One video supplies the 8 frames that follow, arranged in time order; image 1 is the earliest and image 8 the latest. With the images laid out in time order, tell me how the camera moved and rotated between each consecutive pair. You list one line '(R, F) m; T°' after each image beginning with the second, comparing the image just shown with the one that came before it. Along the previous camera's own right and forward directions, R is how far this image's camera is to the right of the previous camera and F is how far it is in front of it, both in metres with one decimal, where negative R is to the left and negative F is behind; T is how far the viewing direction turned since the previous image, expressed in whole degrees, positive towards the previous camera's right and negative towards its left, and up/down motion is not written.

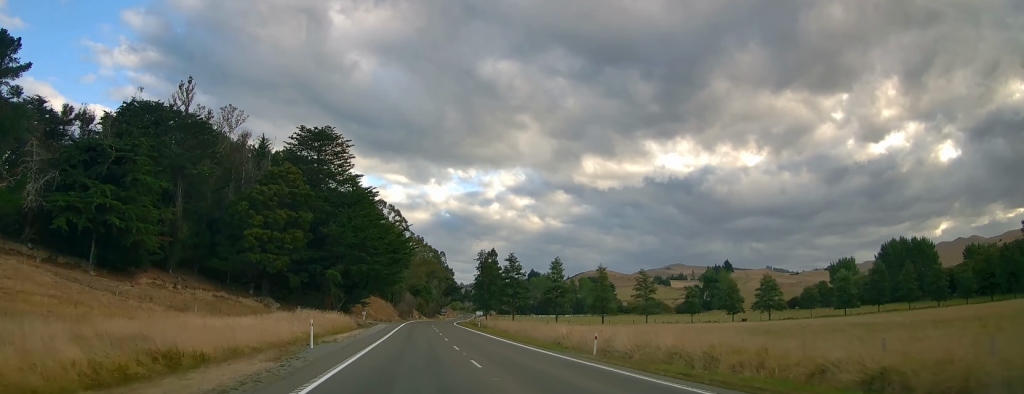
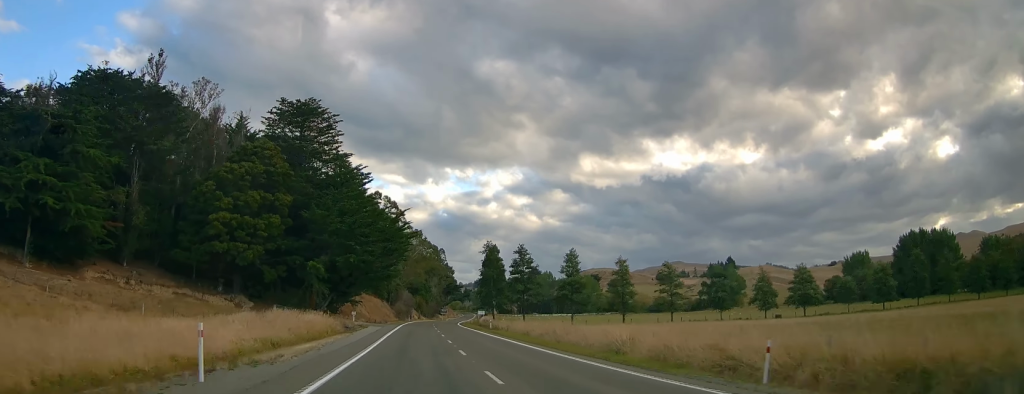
(+0.7, +14.5) m; 0°
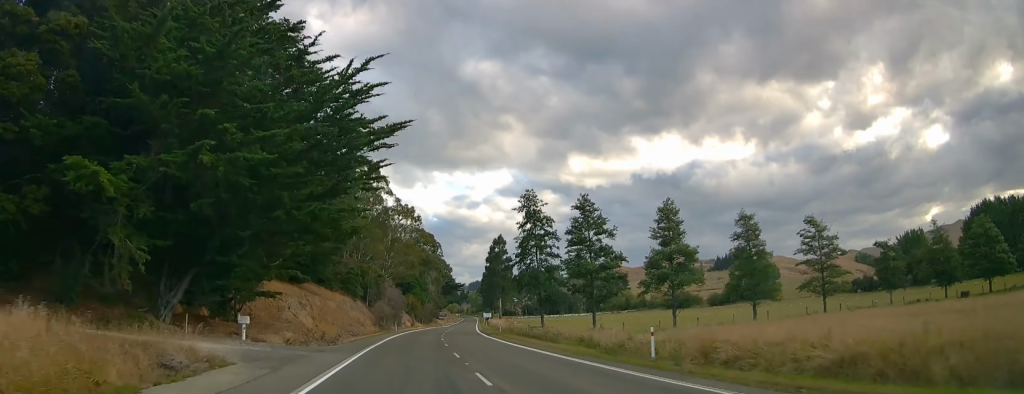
(-1.9, +50.4) m; -2°
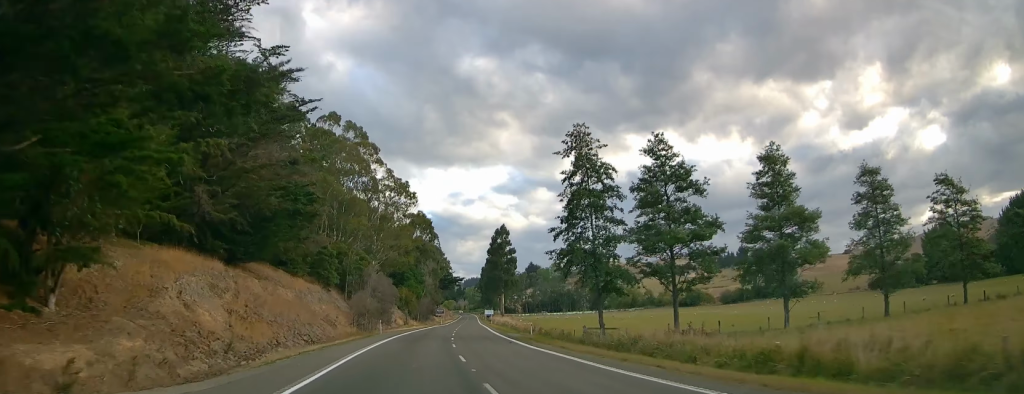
(+0.1, +23.4) m; +1°
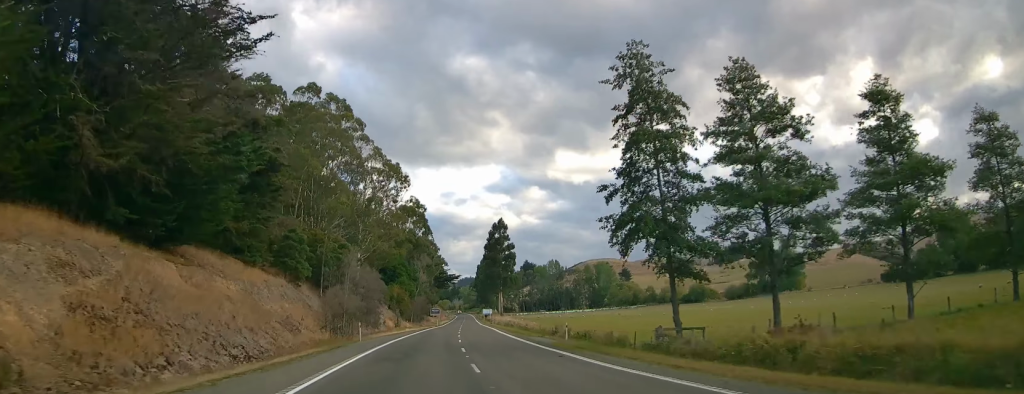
(0.0, +14.4) m; +1°
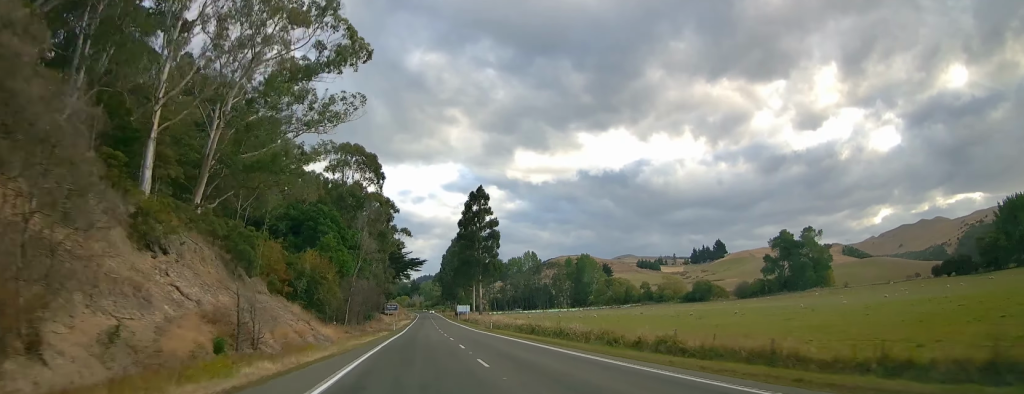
(+2.7, +59.5) m; +3°
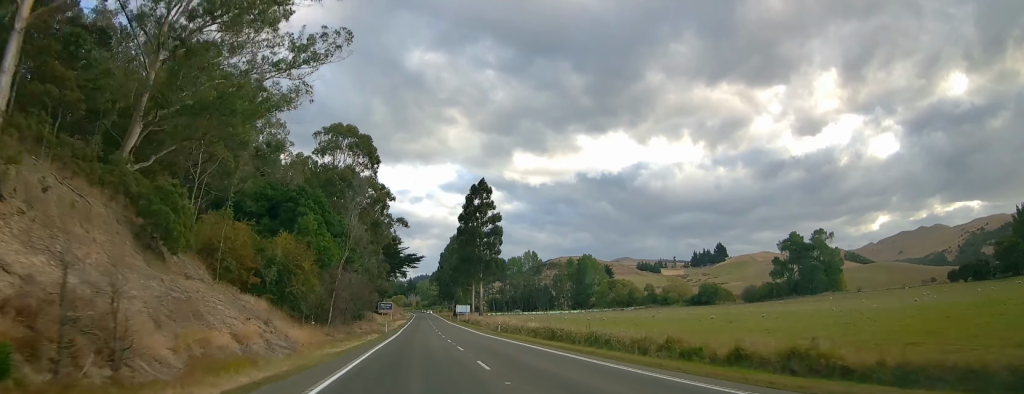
(0.0, +10.8) m; 0°
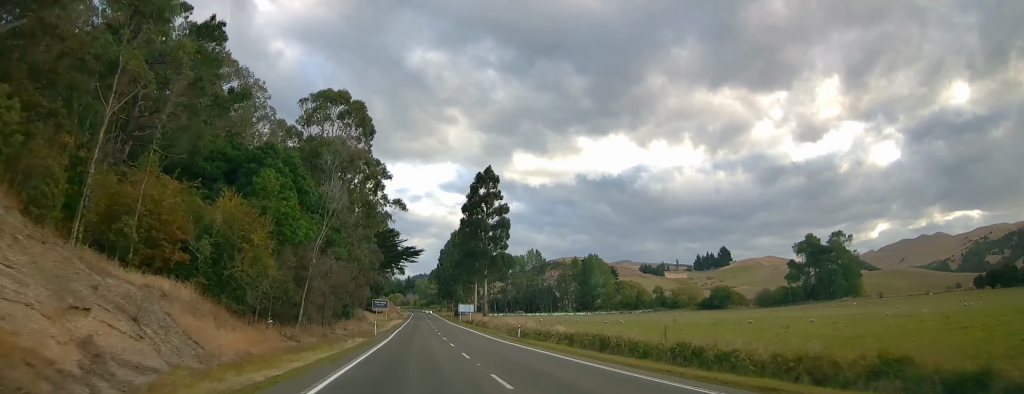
(0.0, +14.4) m; 0°
